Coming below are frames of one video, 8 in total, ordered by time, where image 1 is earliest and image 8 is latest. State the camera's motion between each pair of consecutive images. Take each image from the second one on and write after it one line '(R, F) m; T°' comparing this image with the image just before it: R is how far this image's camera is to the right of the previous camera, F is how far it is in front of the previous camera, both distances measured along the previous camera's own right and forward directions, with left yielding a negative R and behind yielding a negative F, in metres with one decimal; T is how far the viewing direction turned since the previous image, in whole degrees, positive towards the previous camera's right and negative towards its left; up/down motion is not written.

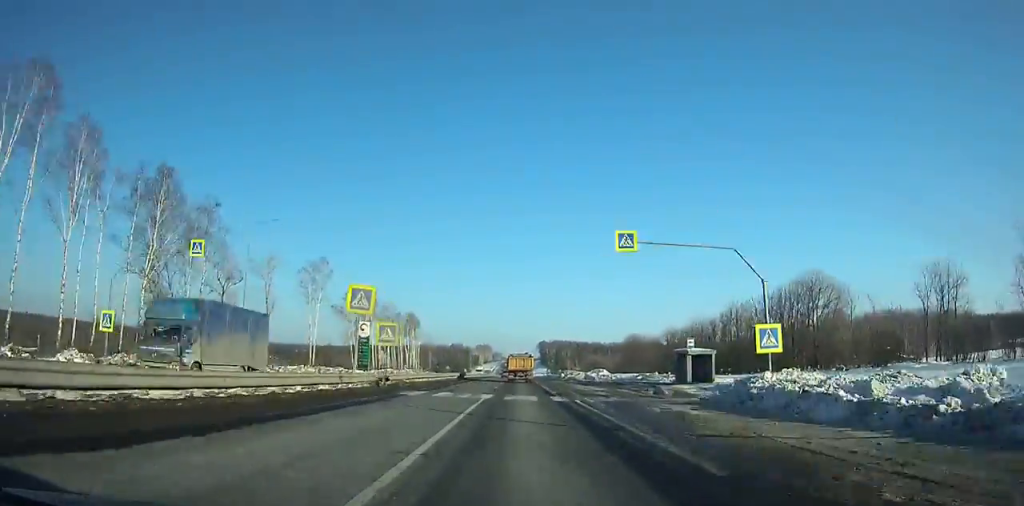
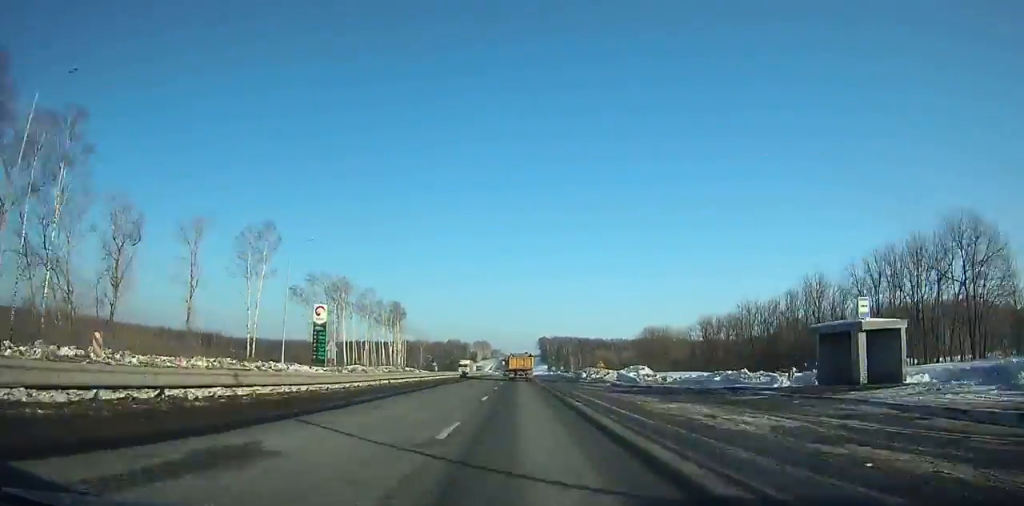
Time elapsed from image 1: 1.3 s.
(0.0, +27.6) m; 0°
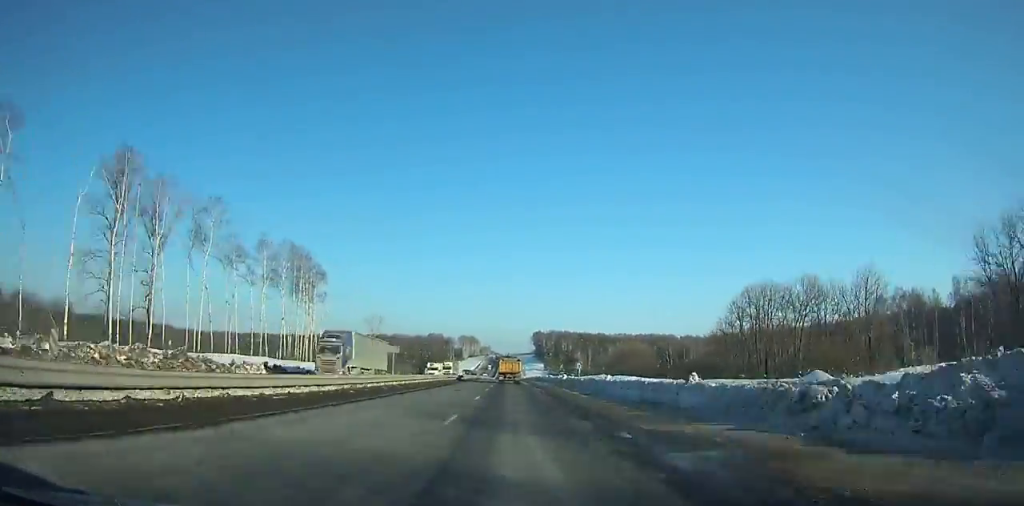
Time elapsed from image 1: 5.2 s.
(0.0, +84.6) m; 0°
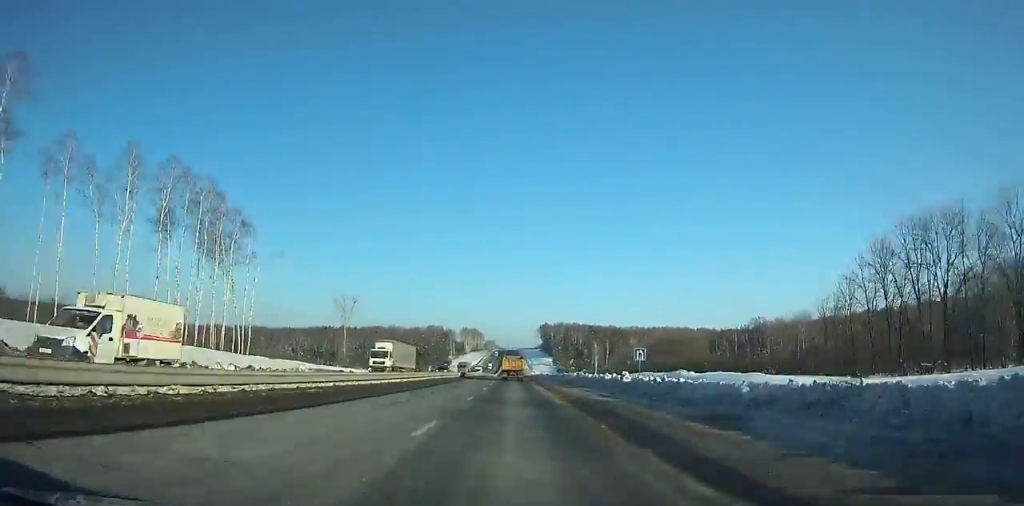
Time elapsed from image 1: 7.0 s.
(-0.1, +40.2) m; 0°
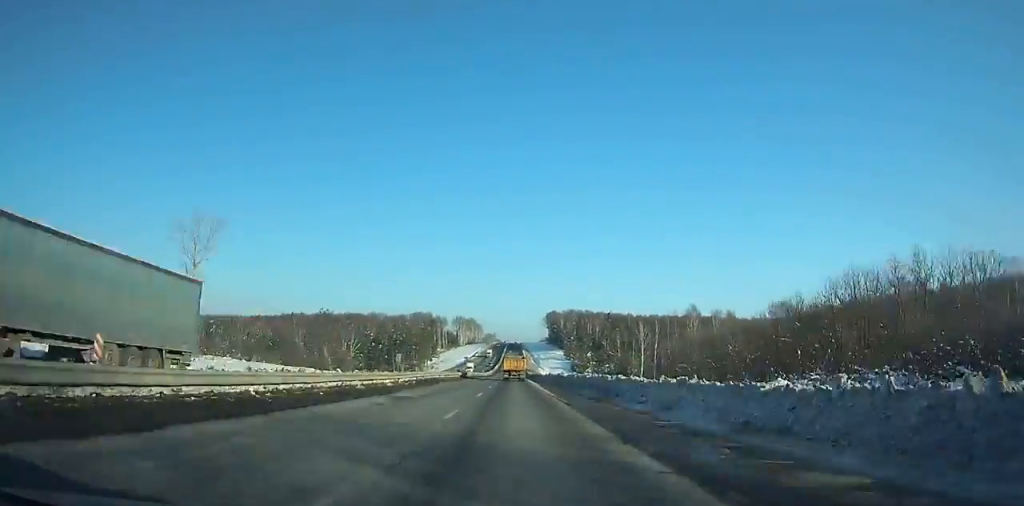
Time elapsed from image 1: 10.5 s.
(-0.2, +82.2) m; 0°
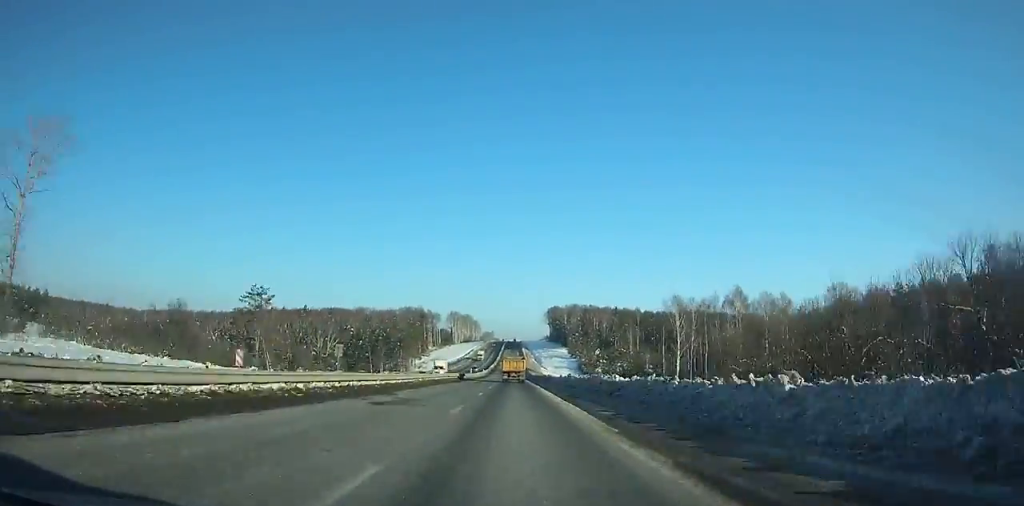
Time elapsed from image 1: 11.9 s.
(0.0, +34.4) m; 0°
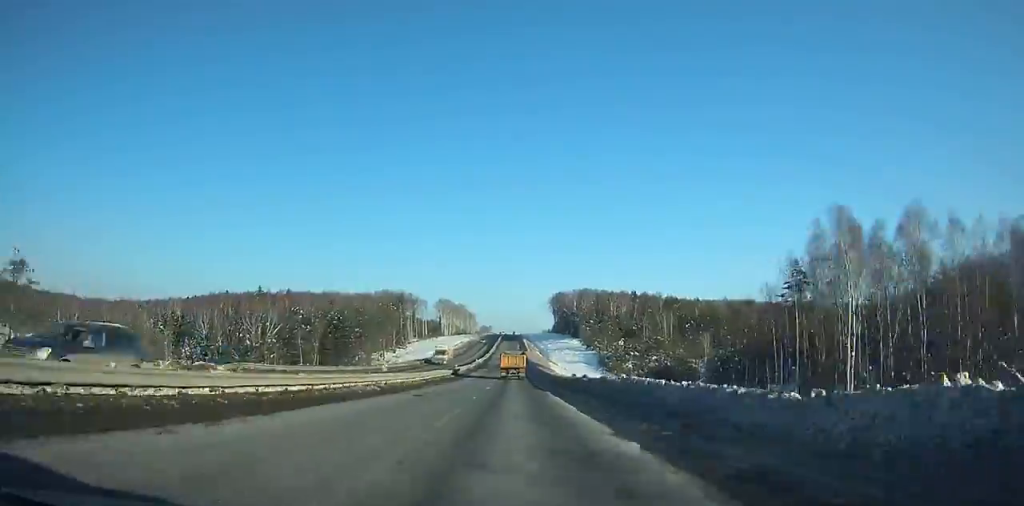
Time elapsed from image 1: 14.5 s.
(-0.2, +65.2) m; 0°
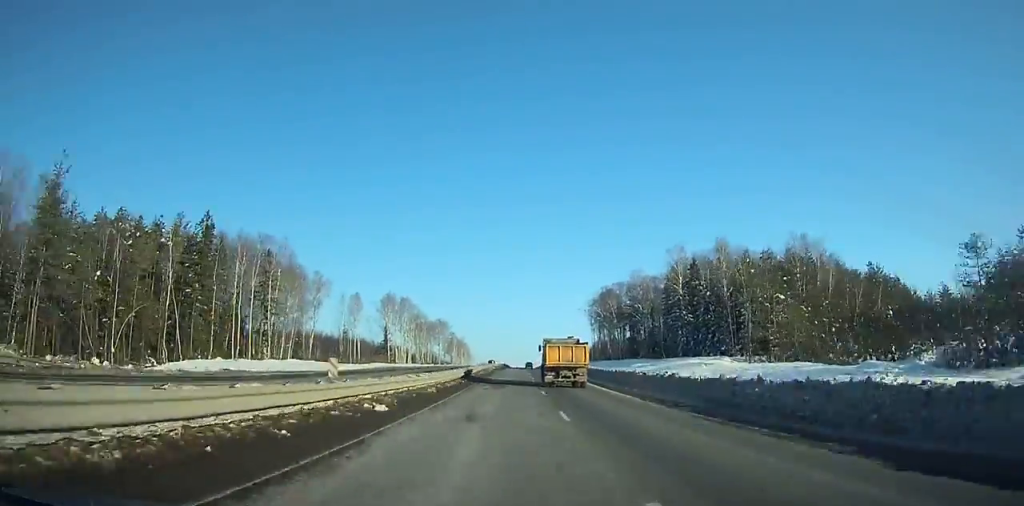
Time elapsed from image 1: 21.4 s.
(+0.4, +180.8) m; +1°
